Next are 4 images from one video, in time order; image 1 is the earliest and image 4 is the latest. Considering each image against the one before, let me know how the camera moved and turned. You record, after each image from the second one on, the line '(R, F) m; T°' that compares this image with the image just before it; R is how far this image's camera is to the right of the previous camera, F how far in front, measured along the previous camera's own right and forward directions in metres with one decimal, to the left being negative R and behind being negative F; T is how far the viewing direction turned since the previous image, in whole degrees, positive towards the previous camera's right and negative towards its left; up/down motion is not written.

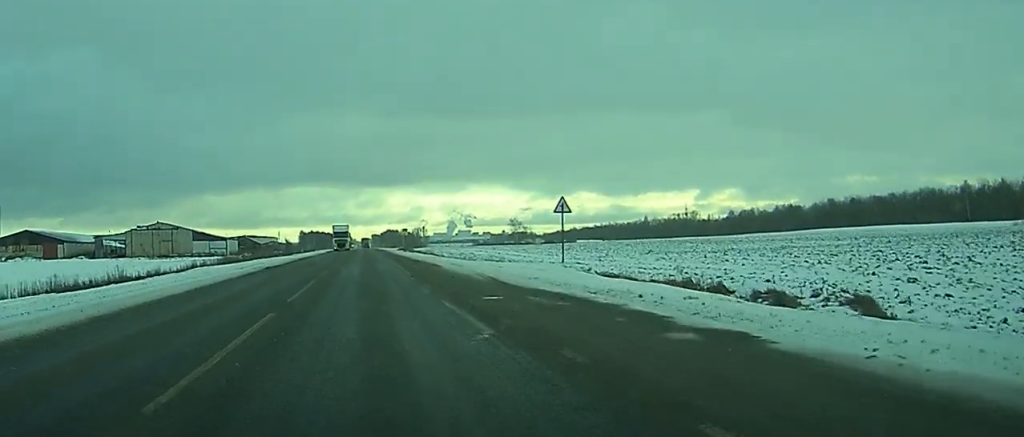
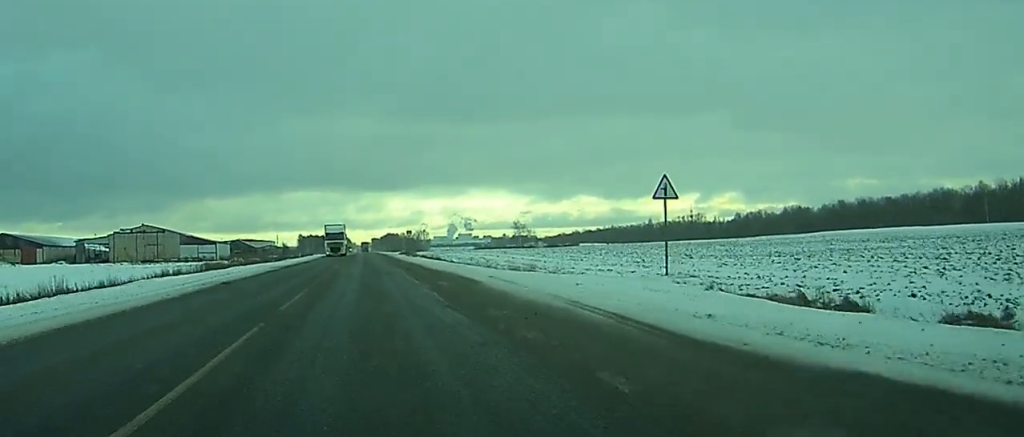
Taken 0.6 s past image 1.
(0.0, +13.6) m; 0°
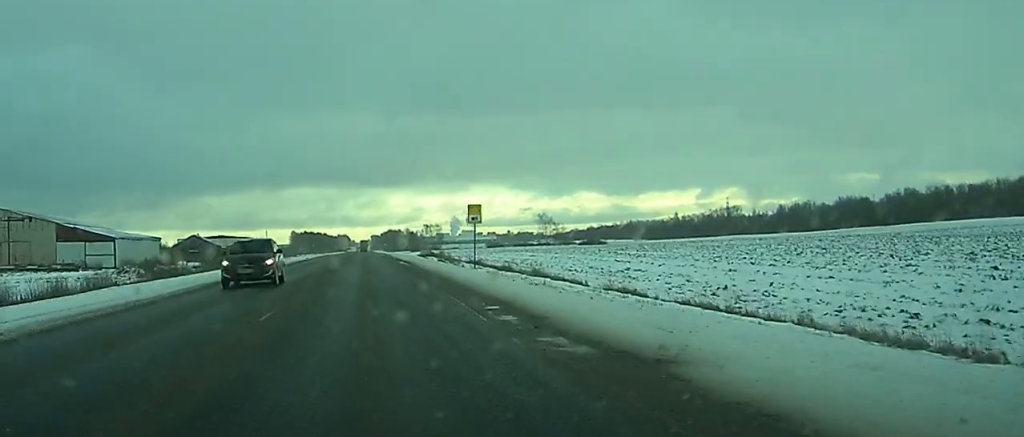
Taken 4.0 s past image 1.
(+0.4, +76.2) m; +1°
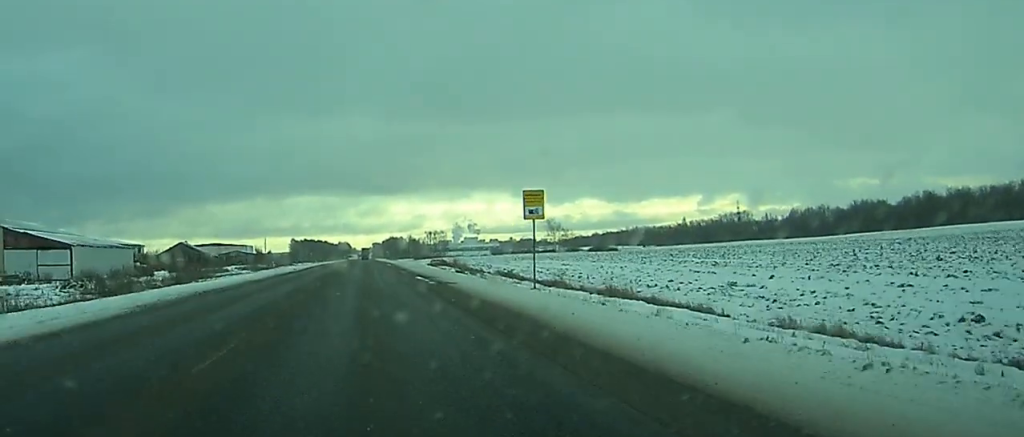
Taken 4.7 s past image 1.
(0.0, +17.5) m; 0°
